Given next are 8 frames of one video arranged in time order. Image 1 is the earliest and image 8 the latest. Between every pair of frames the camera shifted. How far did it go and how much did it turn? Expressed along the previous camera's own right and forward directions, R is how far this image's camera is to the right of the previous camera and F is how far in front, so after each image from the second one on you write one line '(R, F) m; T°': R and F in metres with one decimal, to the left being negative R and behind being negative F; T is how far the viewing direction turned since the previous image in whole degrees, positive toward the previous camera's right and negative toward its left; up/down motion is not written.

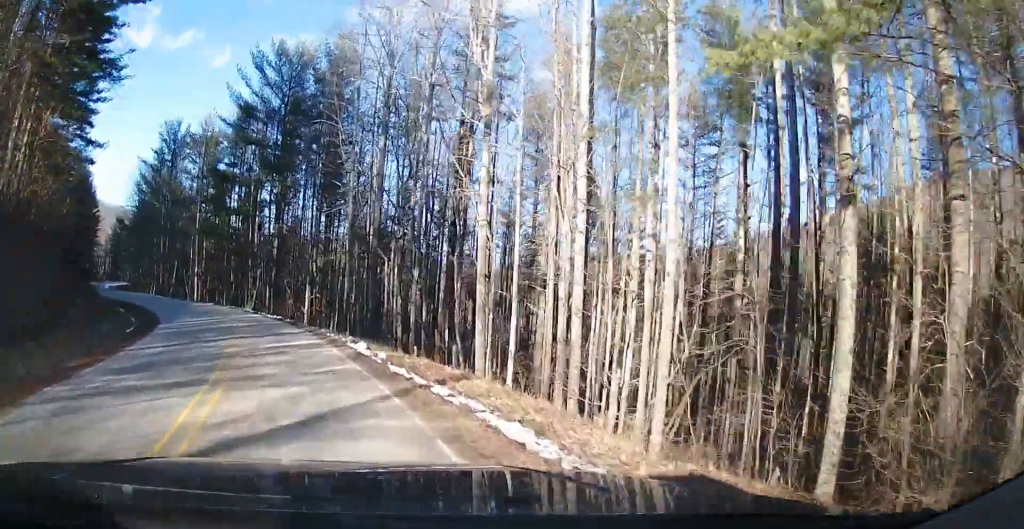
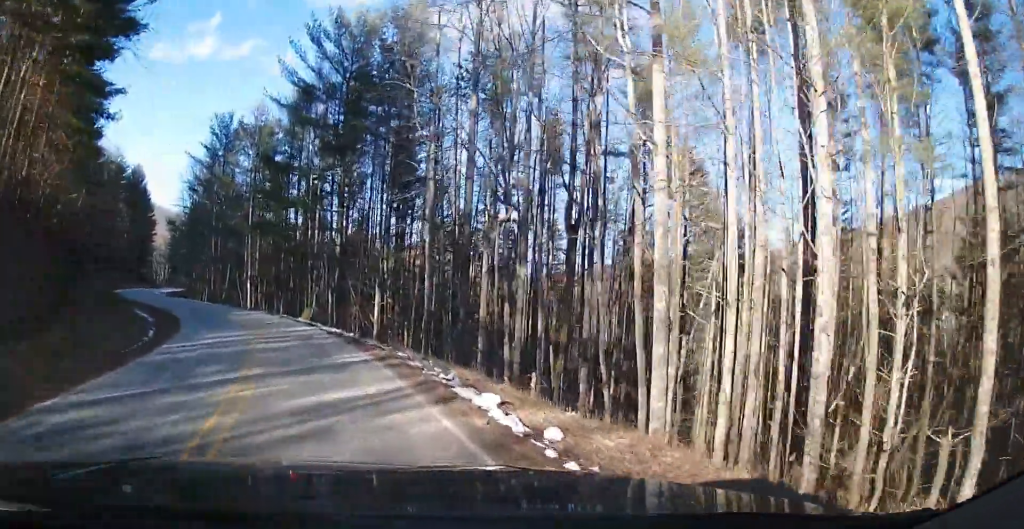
(-0.6, +5.4) m; -16°
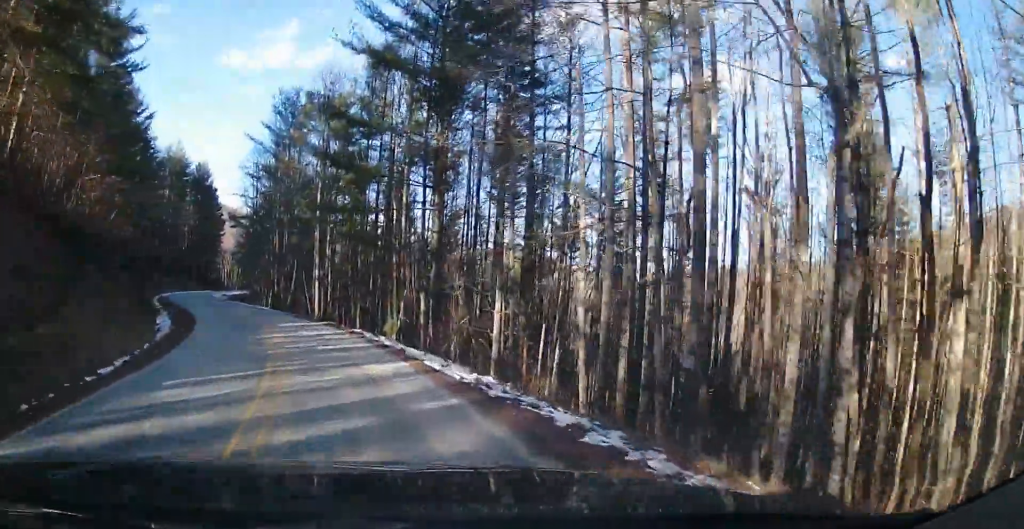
(-1.9, +8.0) m; -15°
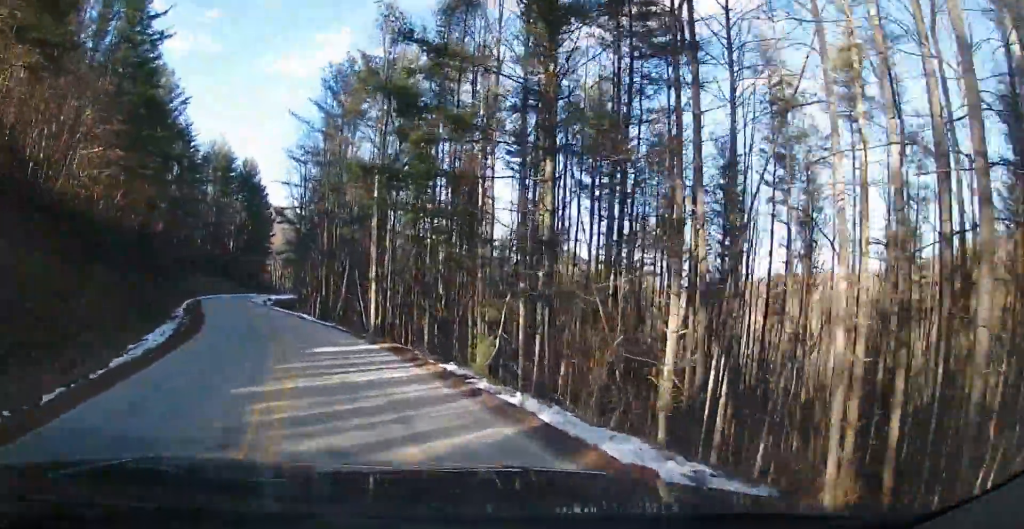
(+0.7, +7.8) m; +5°
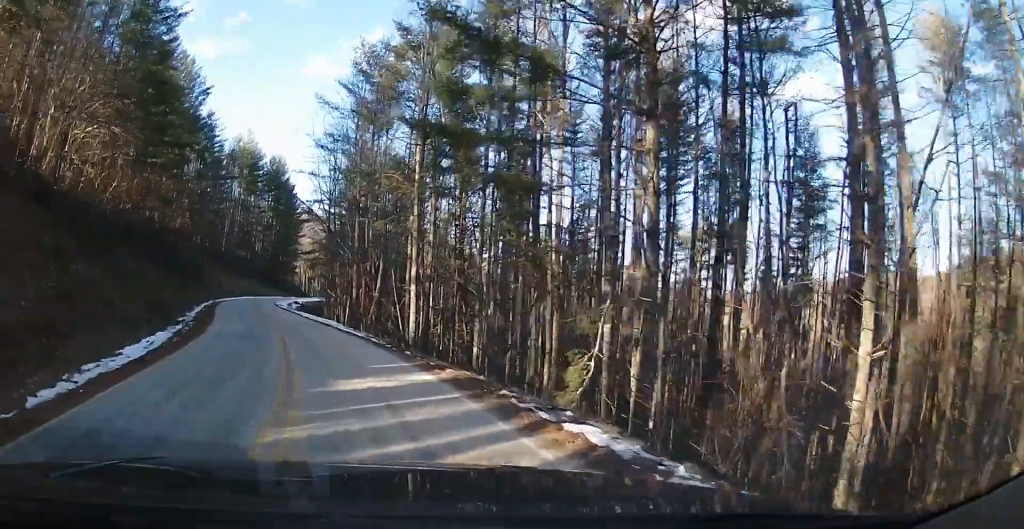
(+0.2, +4.4) m; -5°
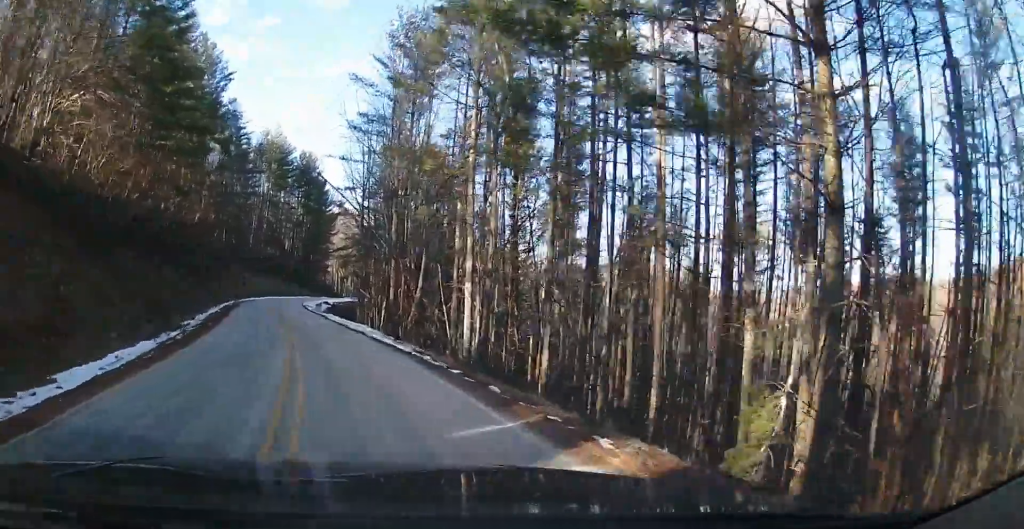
(-0.4, +4.8) m; -7°
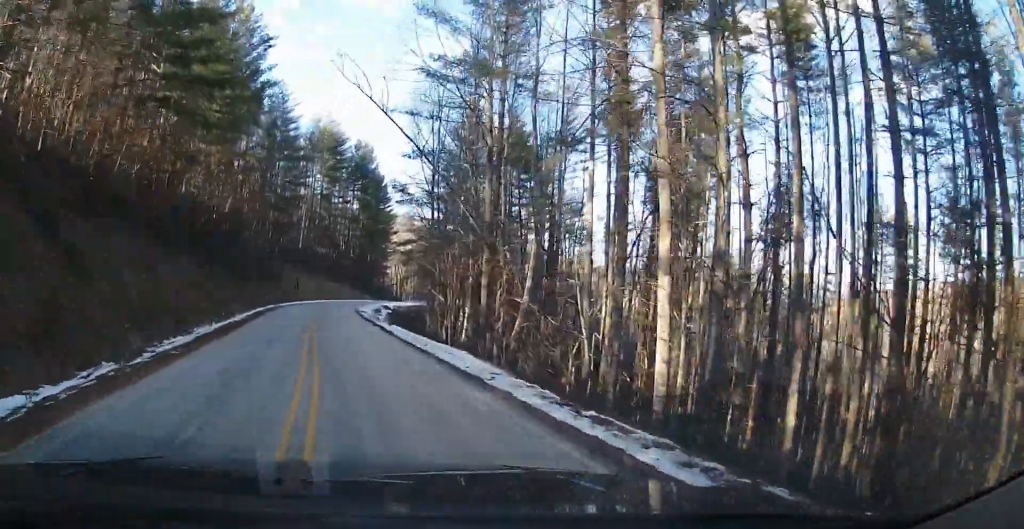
(-1.2, +10.0) m; -13°
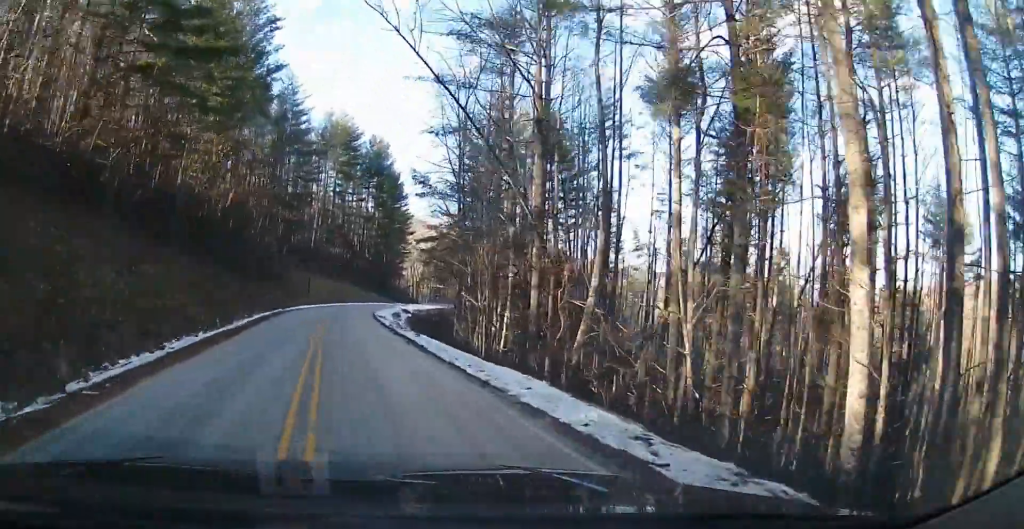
(-0.2, +4.6) m; -3°
